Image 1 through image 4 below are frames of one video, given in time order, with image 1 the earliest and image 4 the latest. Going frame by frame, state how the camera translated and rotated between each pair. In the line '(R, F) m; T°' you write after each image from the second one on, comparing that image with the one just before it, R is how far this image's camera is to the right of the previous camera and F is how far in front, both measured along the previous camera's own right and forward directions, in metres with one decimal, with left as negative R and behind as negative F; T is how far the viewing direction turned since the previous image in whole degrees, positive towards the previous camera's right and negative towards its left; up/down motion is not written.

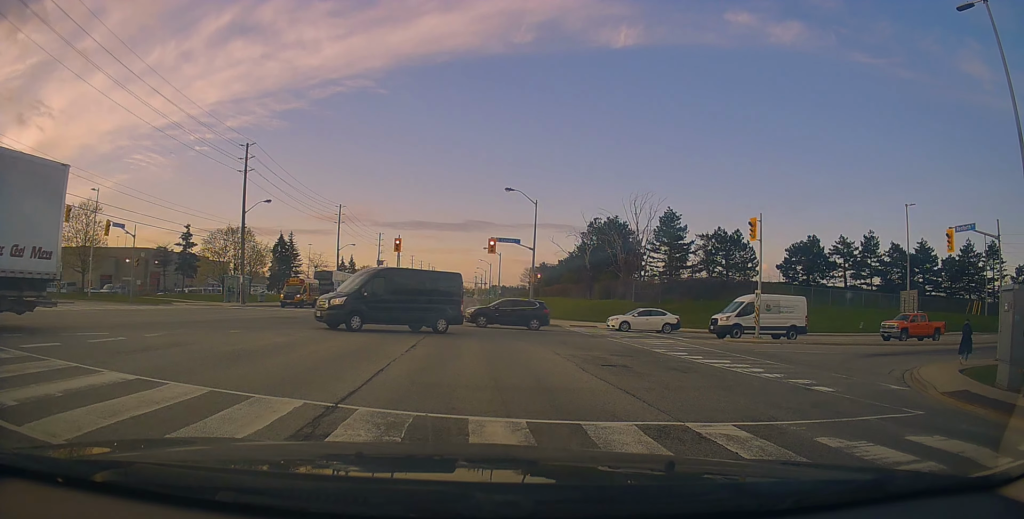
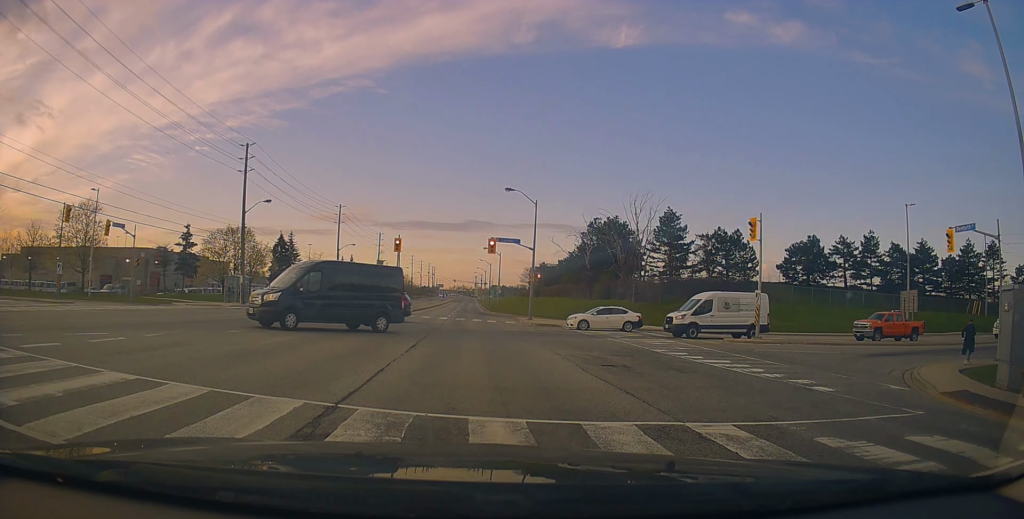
(0.0, 0.0) m; 0°
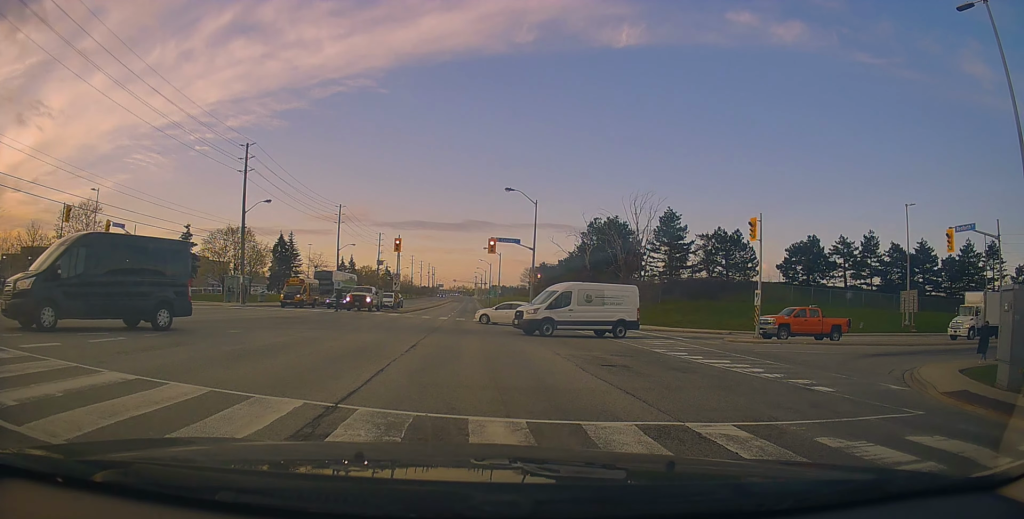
(0.0, 0.0) m; 0°
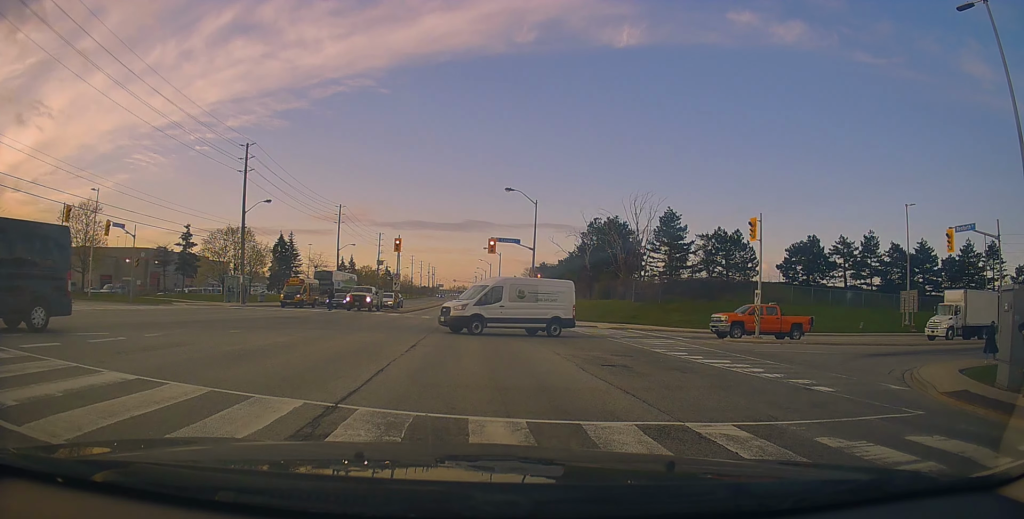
(0.0, 0.0) m; 0°
